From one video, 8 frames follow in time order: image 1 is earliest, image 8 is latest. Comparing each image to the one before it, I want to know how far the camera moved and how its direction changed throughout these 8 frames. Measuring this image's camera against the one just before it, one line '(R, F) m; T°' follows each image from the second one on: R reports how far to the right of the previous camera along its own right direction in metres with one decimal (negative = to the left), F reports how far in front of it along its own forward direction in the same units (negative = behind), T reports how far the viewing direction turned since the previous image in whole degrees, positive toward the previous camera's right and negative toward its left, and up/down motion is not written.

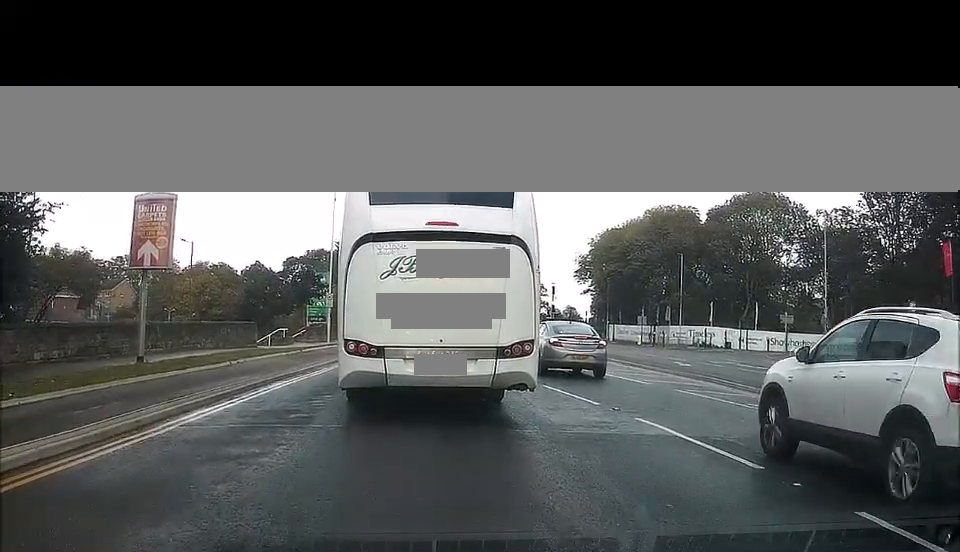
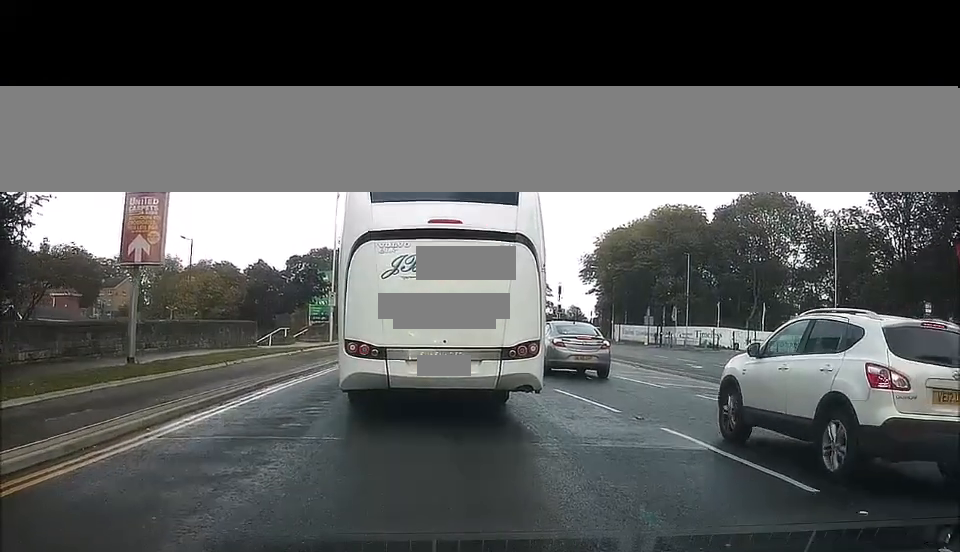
(-0.1, +1.4) m; -1°
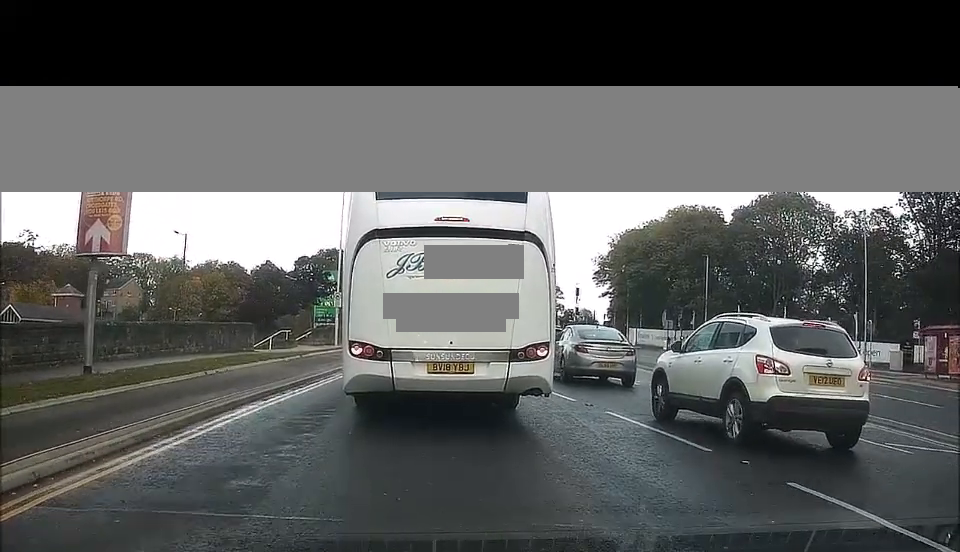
(+0.4, +4.7) m; +3°
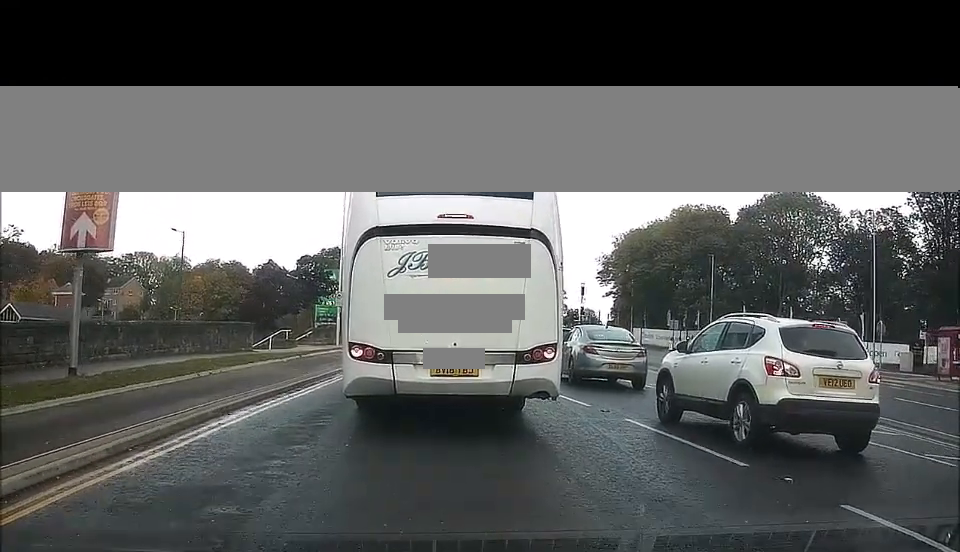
(0.0, +1.1) m; -1°
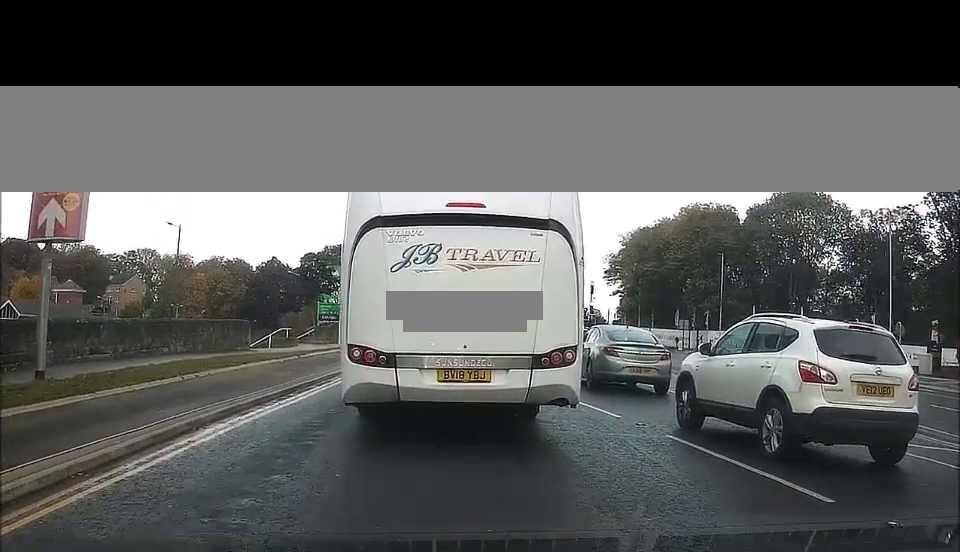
(-0.1, +2.1) m; -2°
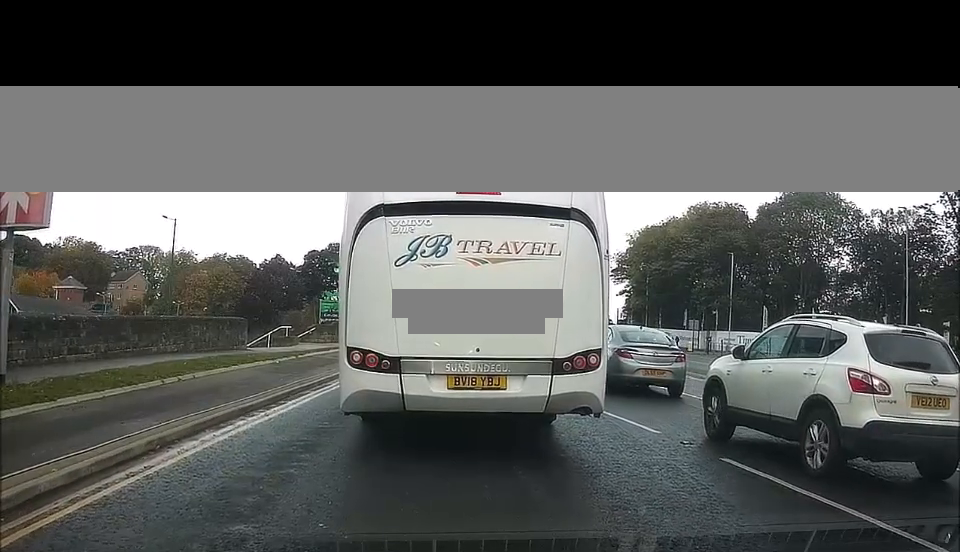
(-0.2, +2.4) m; -2°
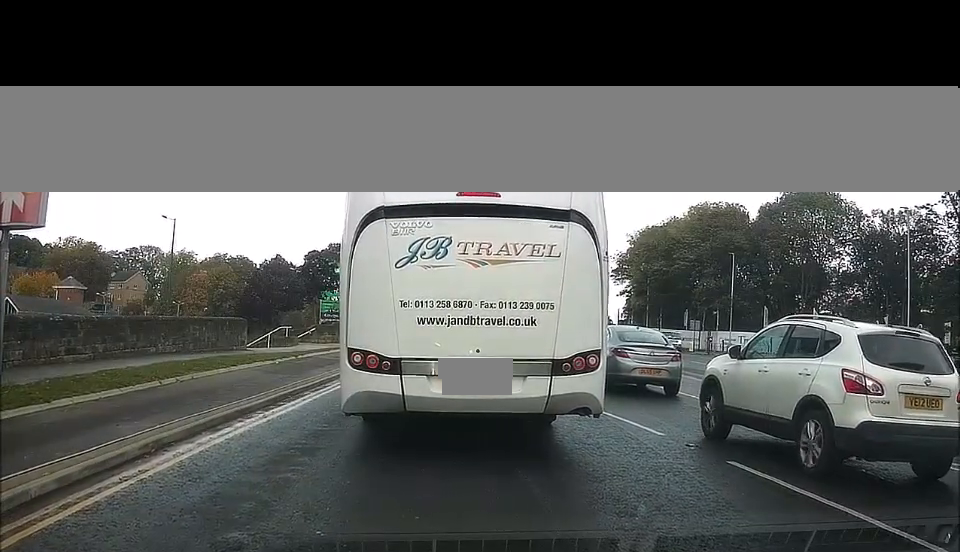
(0.0, +0.3) m; 0°
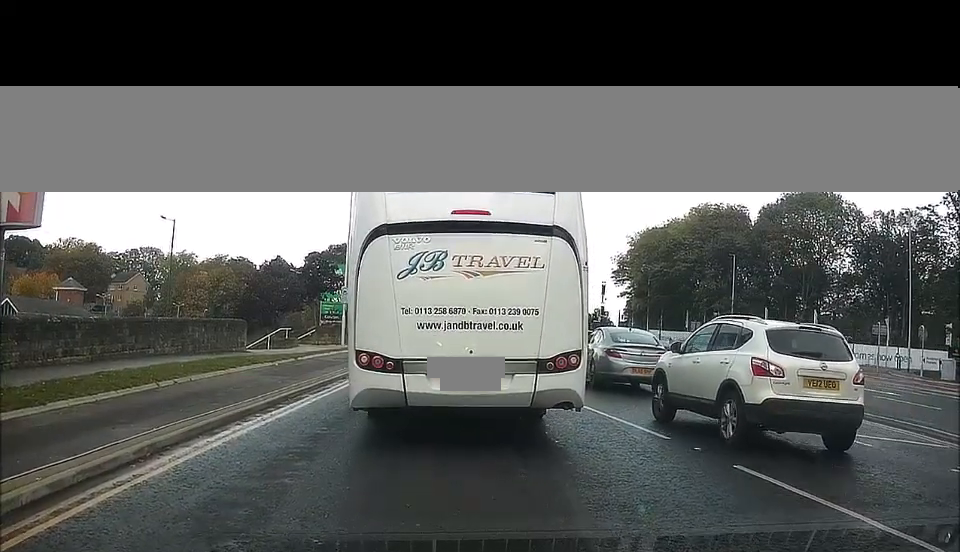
(0.0, +0.6) m; 0°
